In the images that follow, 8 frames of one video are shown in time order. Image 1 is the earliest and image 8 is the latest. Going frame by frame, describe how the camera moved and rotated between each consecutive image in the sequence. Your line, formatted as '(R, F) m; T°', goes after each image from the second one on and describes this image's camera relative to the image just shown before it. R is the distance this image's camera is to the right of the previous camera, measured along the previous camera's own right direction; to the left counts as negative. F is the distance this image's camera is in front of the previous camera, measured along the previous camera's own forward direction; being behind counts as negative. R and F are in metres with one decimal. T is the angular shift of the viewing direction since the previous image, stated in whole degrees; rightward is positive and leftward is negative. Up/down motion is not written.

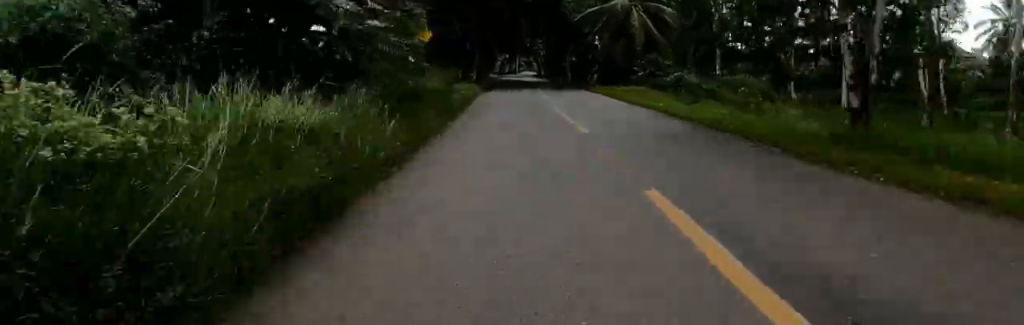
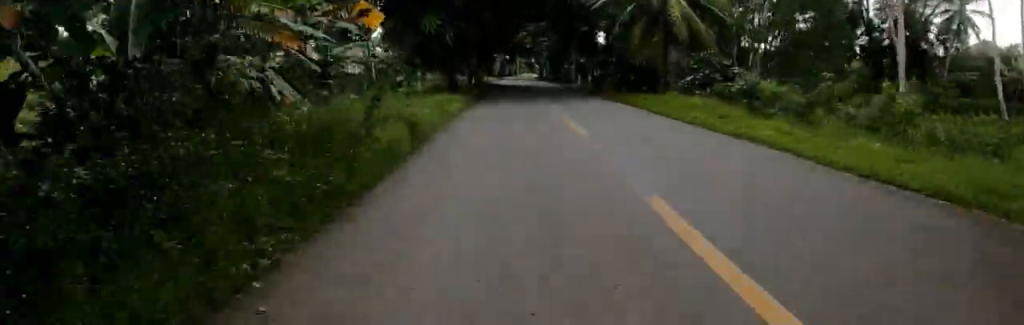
(0.0, +8.7) m; 0°
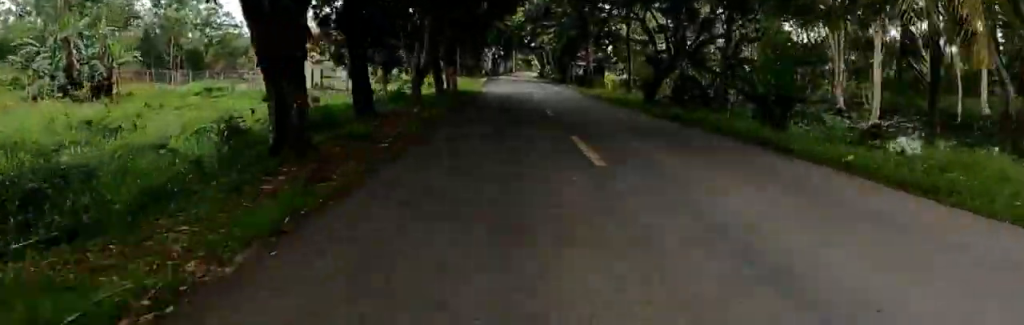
(0.0, +20.3) m; 0°
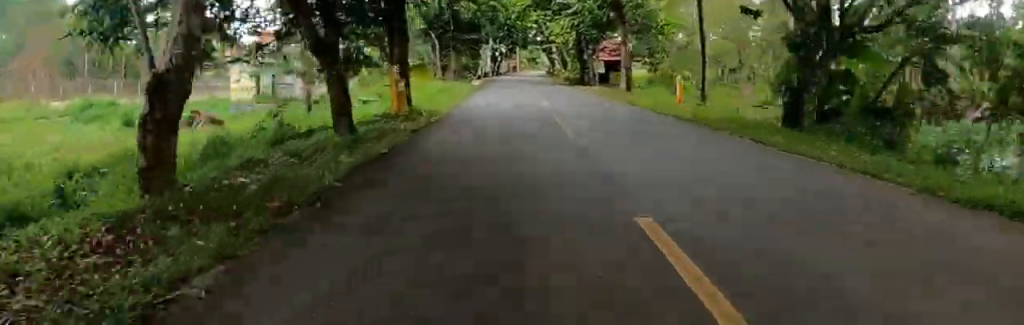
(0.0, +14.3) m; 0°
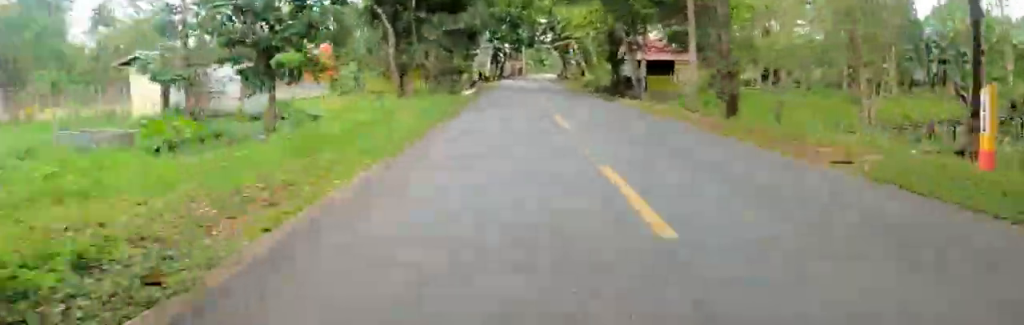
(-0.1, +14.3) m; 0°
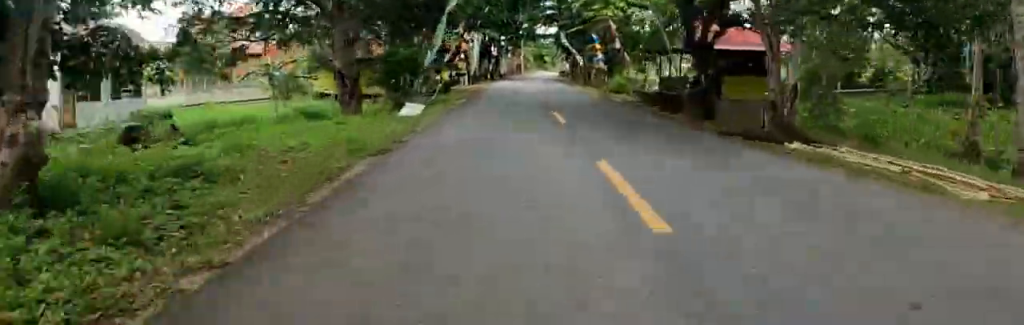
(0.0, +16.2) m; 0°
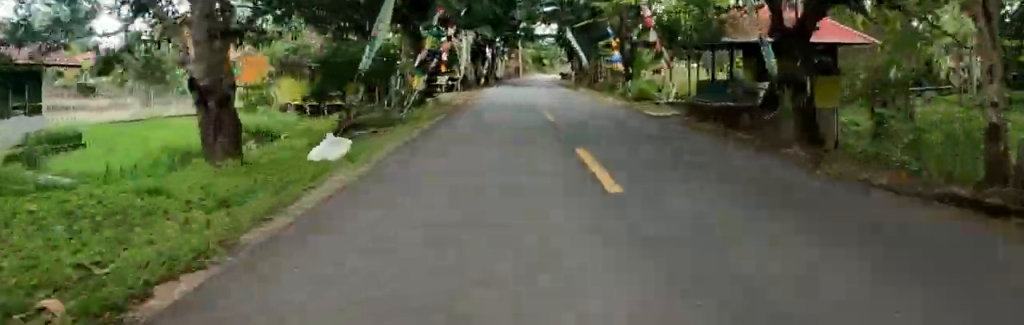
(0.0, +6.4) m; 0°
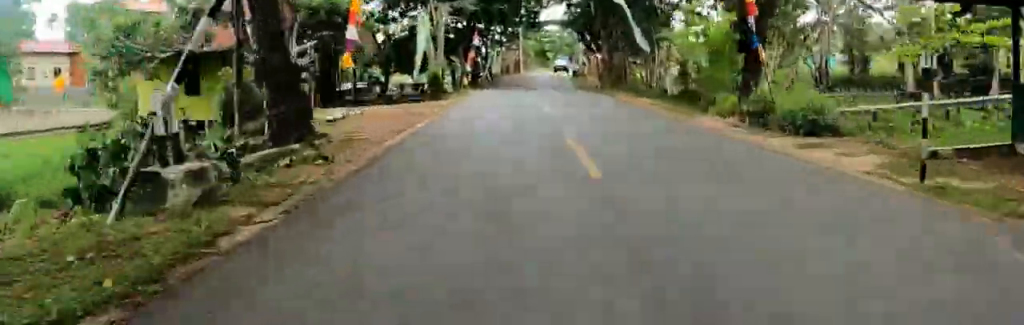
(0.0, +15.3) m; 0°
